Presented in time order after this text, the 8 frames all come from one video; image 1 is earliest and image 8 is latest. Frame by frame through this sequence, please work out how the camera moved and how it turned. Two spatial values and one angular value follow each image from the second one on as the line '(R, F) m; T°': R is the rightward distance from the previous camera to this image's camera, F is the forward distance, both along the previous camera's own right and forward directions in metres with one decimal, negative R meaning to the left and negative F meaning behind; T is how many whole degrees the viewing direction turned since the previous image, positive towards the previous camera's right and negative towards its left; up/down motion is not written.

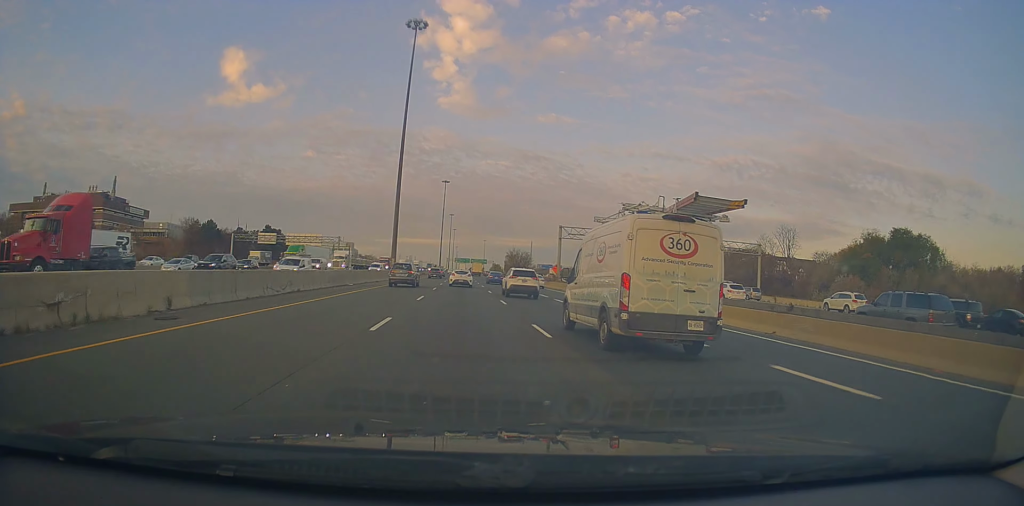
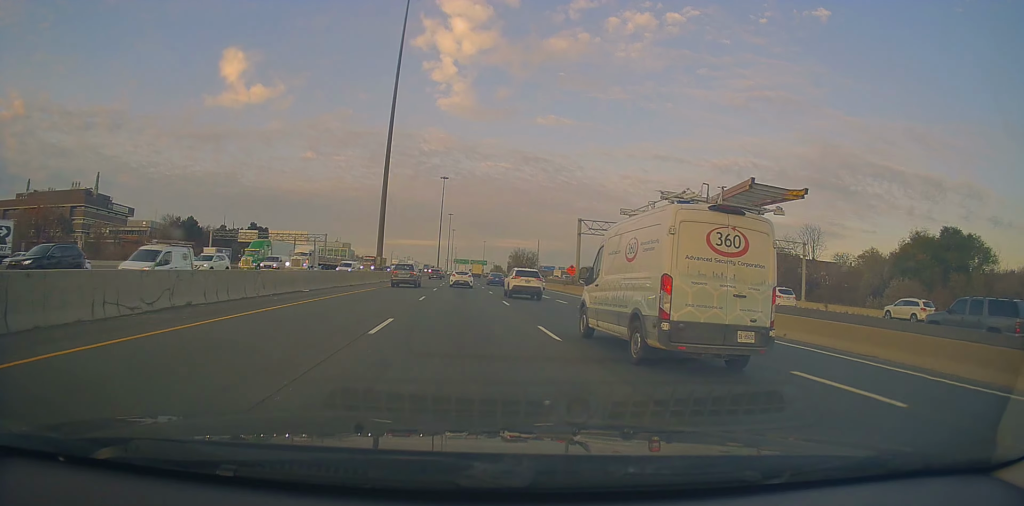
(0.0, +12.6) m; 0°
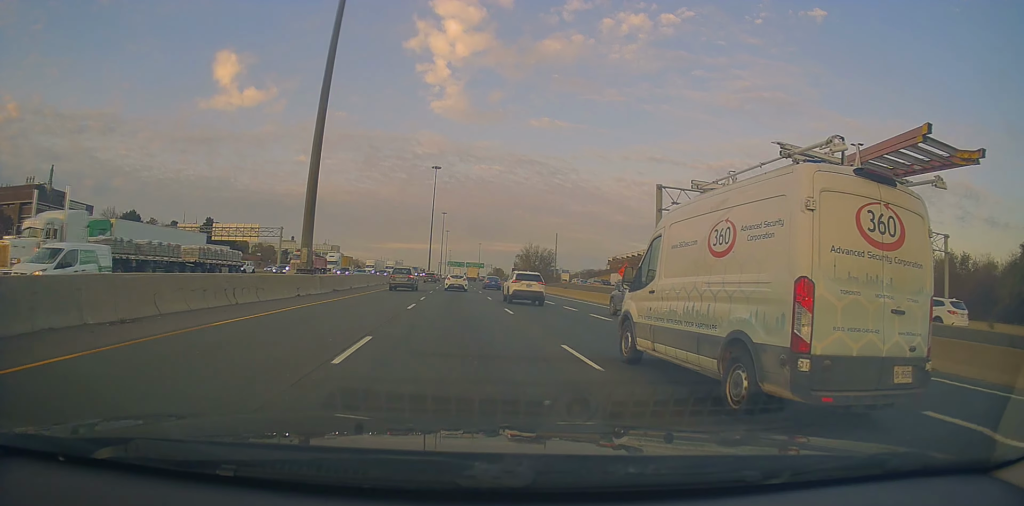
(+0.4, +27.7) m; +1°
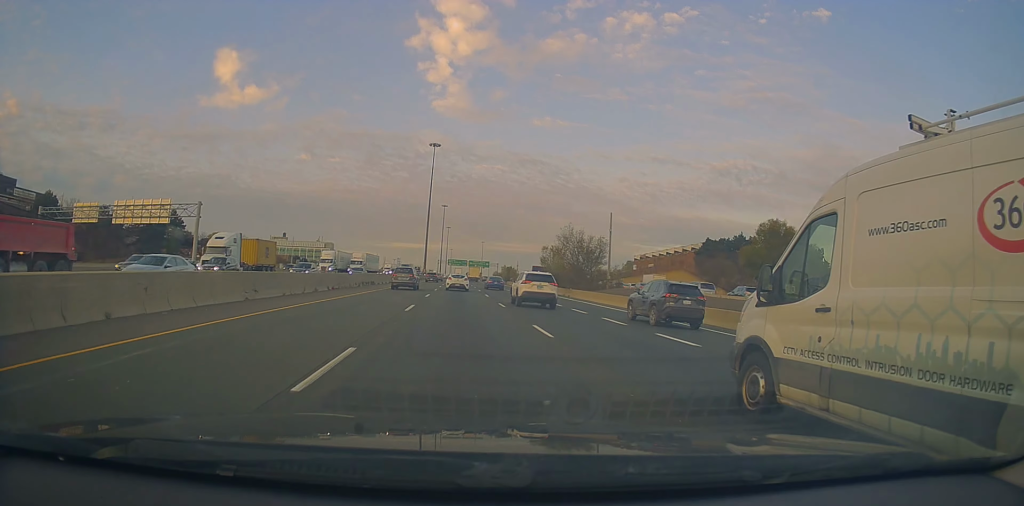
(+0.1, +31.9) m; 0°
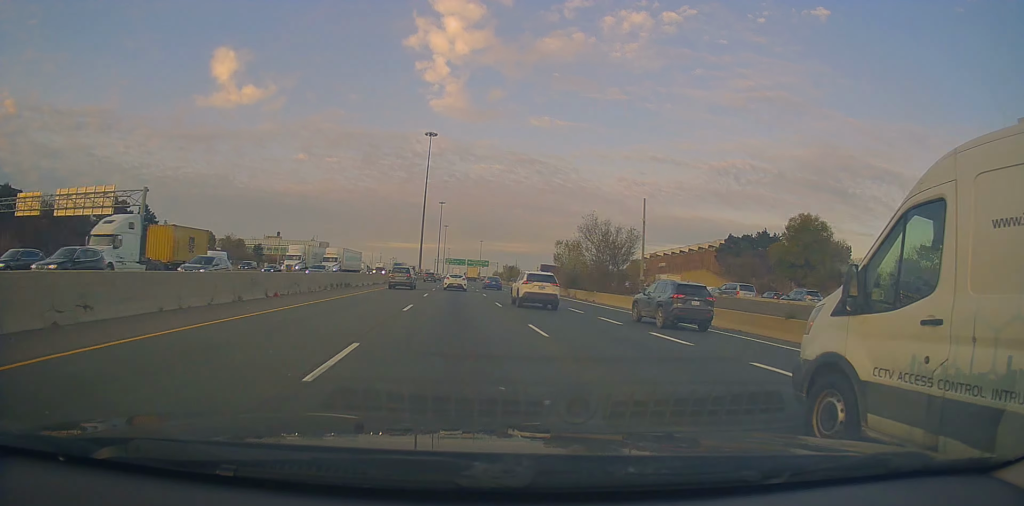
(+0.1, +11.8) m; 0°
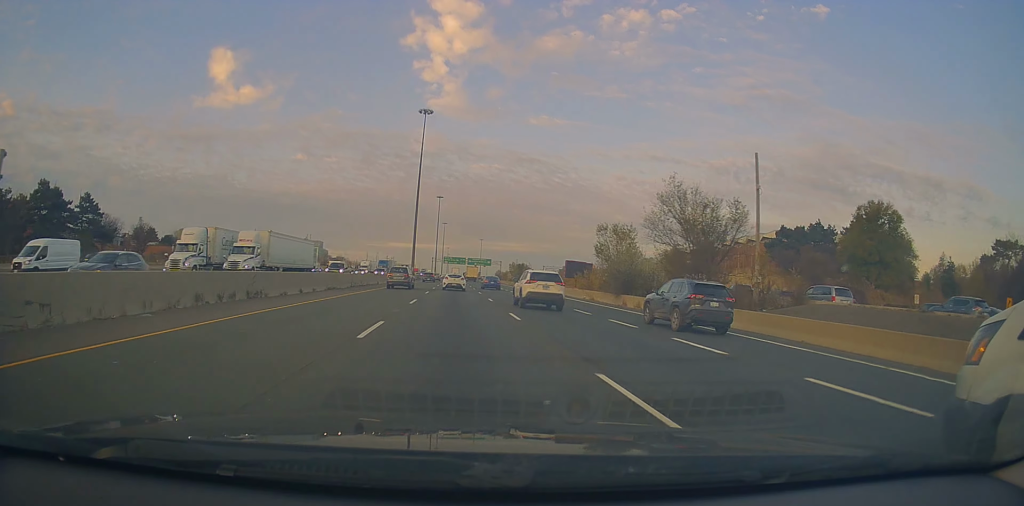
(-0.2, +20.1) m; -1°
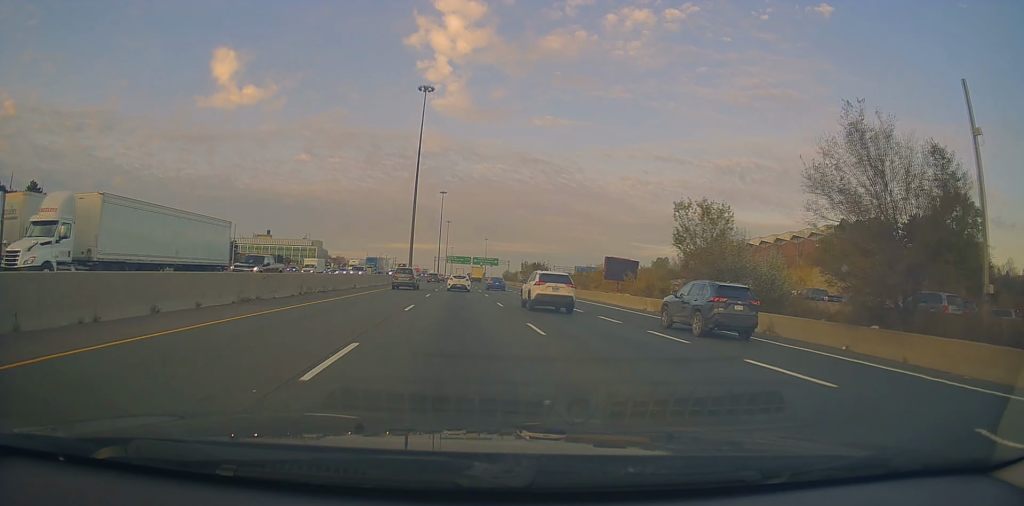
(-0.2, +16.0) m; 0°
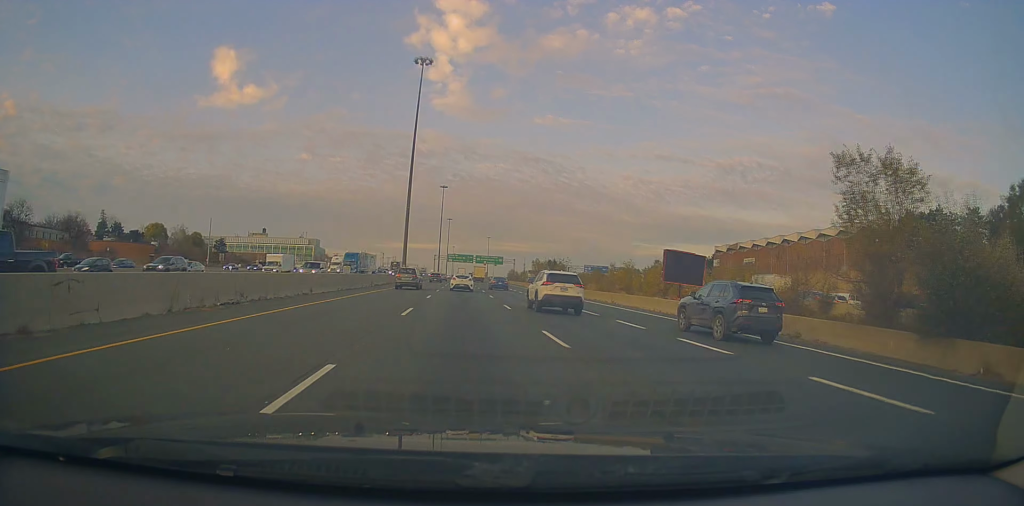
(-0.2, +14.3) m; 0°
